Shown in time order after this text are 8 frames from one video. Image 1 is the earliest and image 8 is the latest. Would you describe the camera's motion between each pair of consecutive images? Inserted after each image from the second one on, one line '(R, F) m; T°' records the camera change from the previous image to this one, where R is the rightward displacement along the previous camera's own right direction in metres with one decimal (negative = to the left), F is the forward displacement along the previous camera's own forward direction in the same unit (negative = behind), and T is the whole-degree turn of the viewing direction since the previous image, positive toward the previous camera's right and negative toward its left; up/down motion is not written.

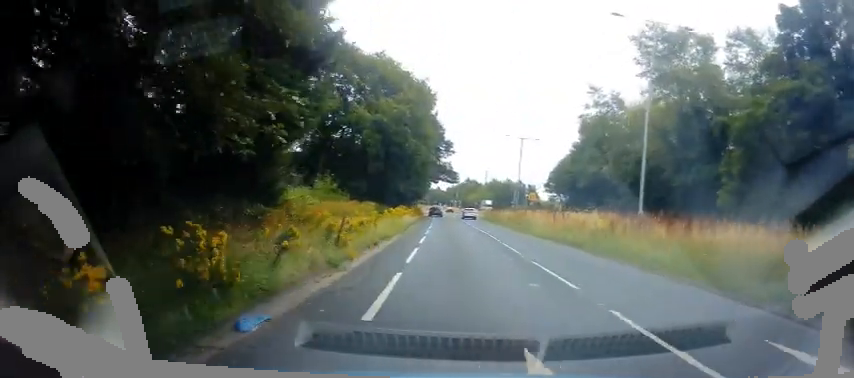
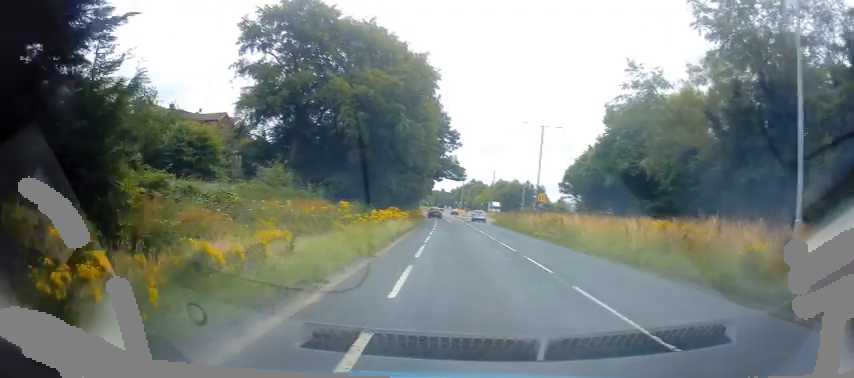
(-0.4, +10.4) m; -2°
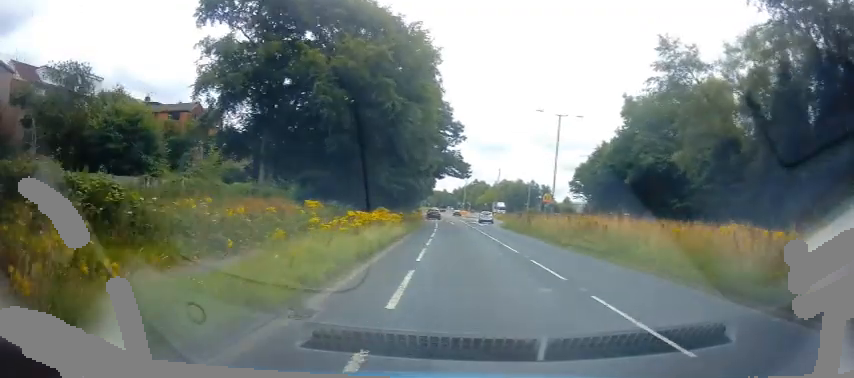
(0.0, +6.5) m; +1°
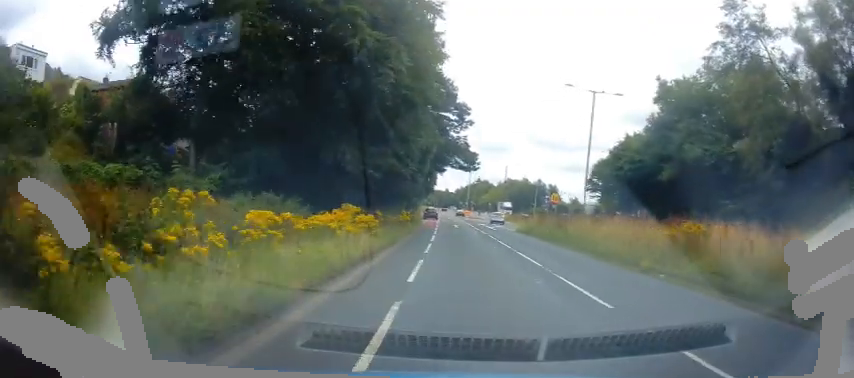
(0.0, +9.0) m; +1°
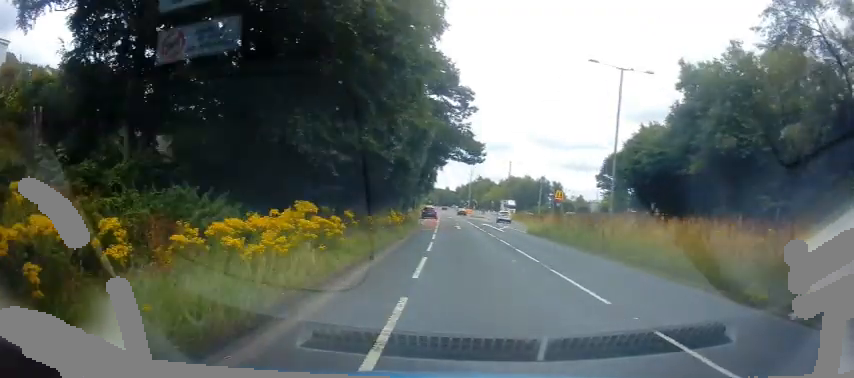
(+0.2, +5.5) m; 0°
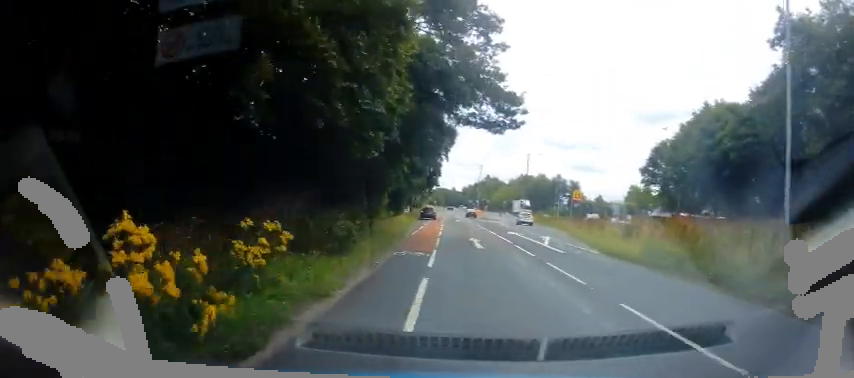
(-0.2, +15.0) m; -2°
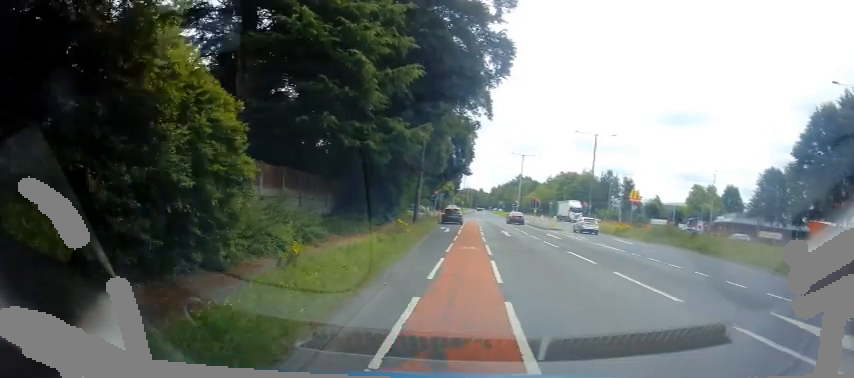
(-0.5, +25.3) m; -2°
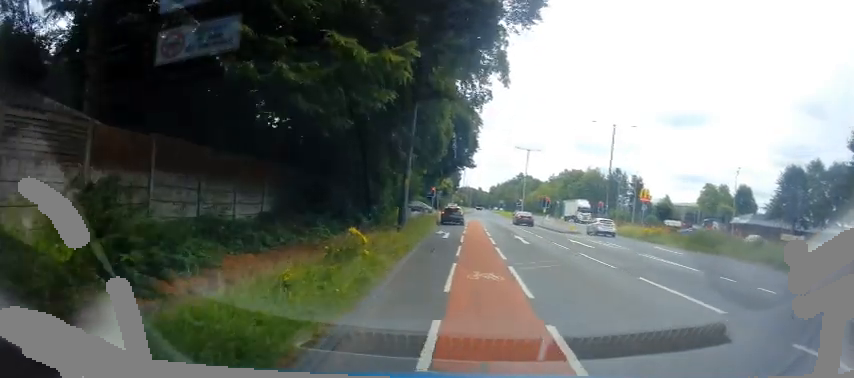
(0.0, +6.9) m; 0°
